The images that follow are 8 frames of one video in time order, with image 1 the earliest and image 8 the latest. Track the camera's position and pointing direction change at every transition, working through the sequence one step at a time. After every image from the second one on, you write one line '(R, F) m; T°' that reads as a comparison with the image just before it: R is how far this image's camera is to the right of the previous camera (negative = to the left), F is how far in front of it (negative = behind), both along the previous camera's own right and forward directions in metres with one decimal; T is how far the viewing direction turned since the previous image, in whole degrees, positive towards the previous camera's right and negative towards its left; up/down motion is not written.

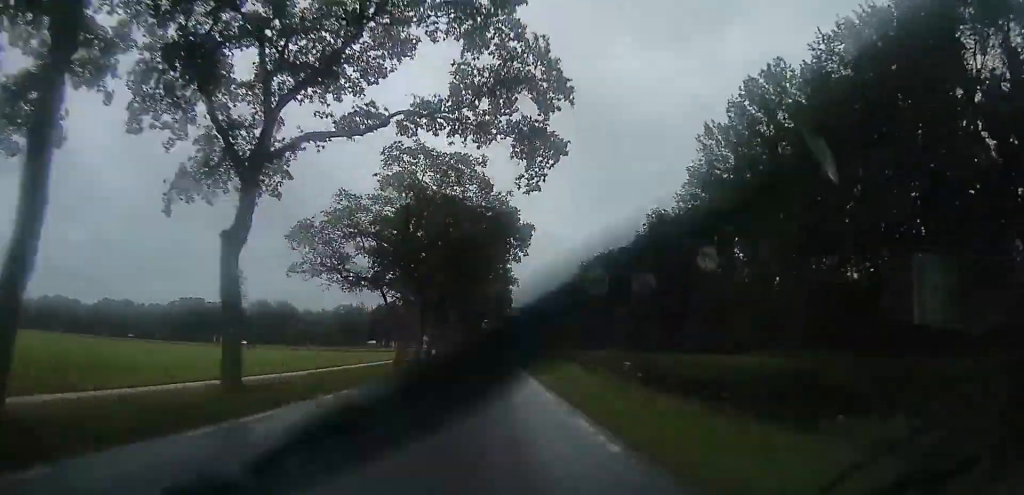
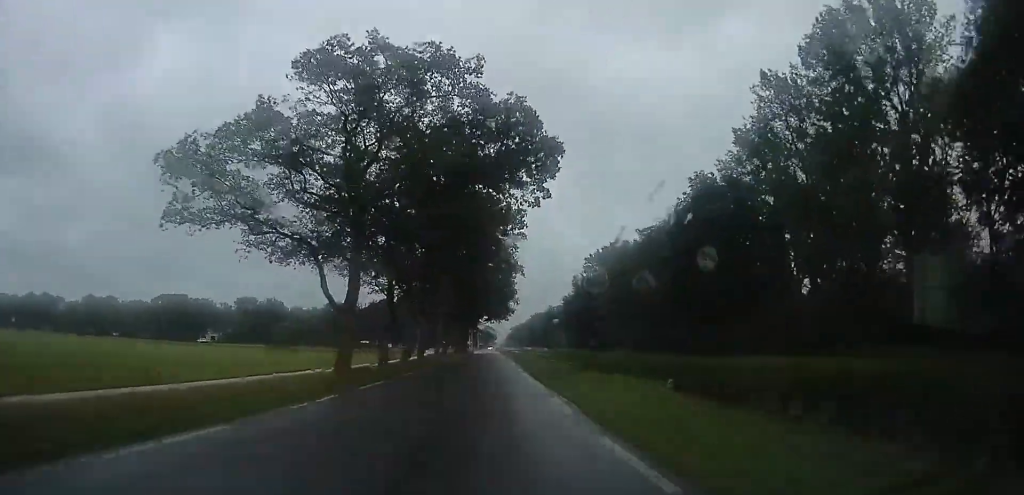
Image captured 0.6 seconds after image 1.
(0.0, +14.1) m; +1°
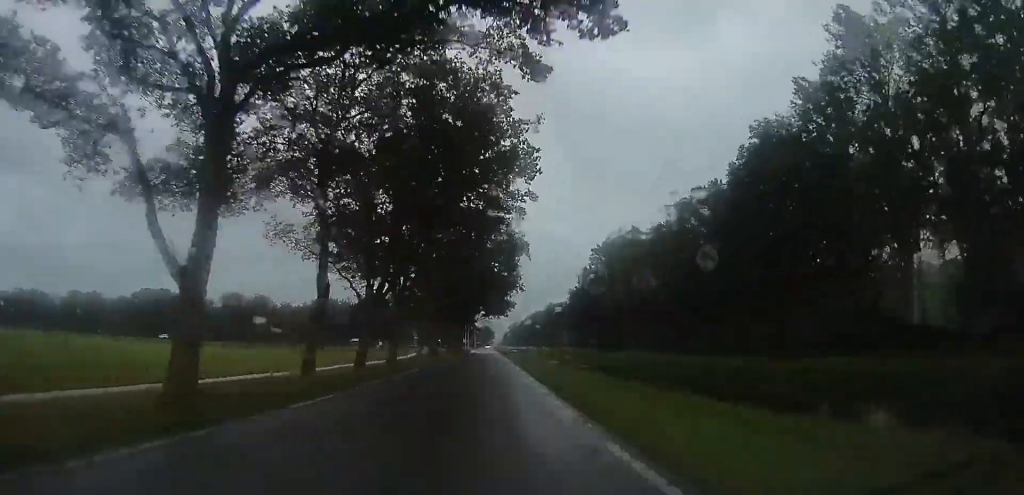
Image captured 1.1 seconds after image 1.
(0.0, +12.6) m; +1°
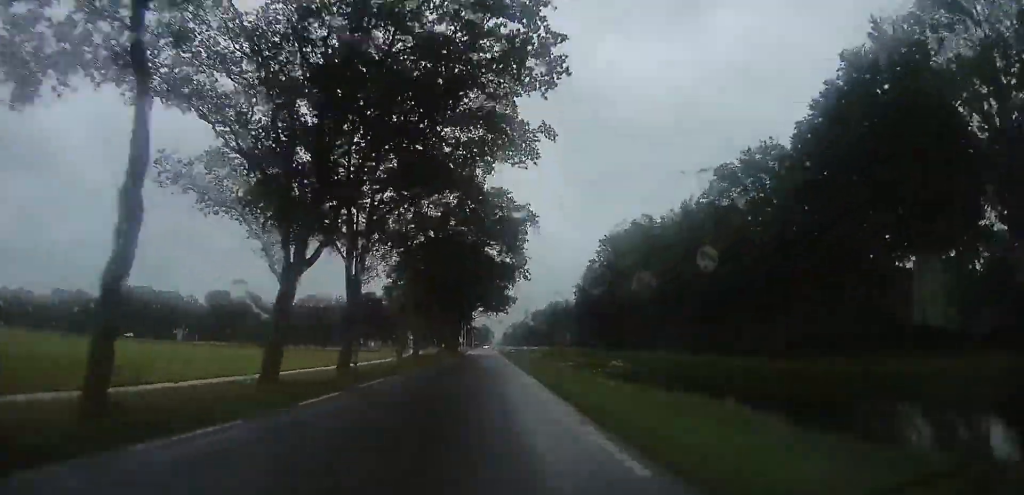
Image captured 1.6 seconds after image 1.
(+0.3, +11.1) m; 0°
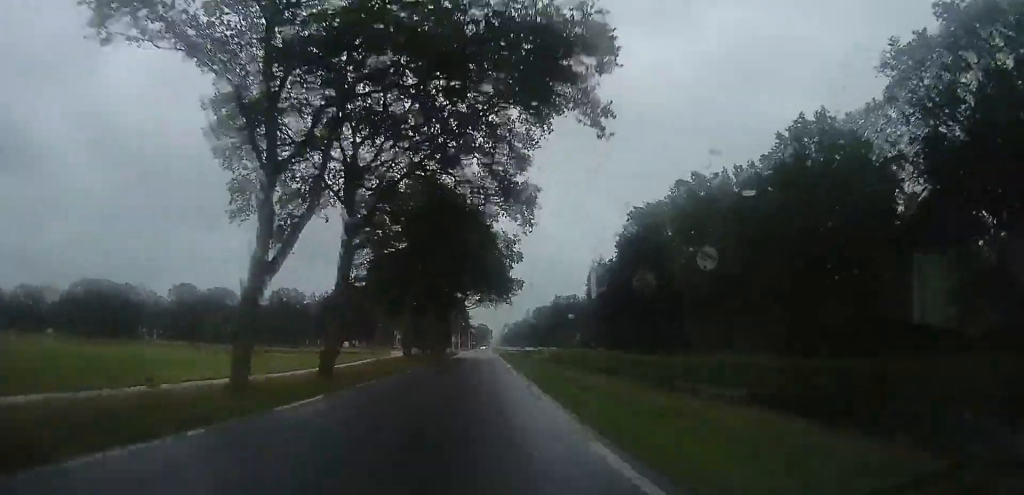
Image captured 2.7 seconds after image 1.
(+0.1, +25.5) m; 0°
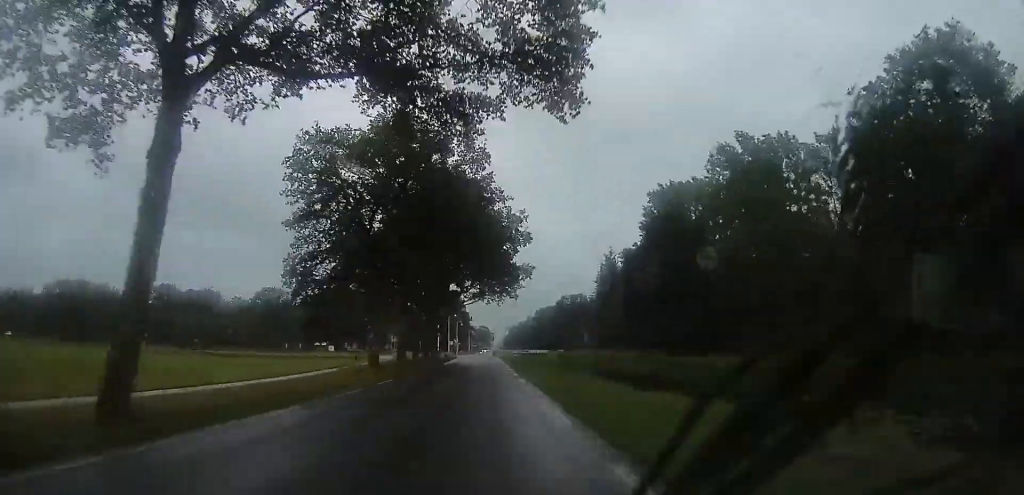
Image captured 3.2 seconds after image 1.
(0.0, +13.6) m; -1°
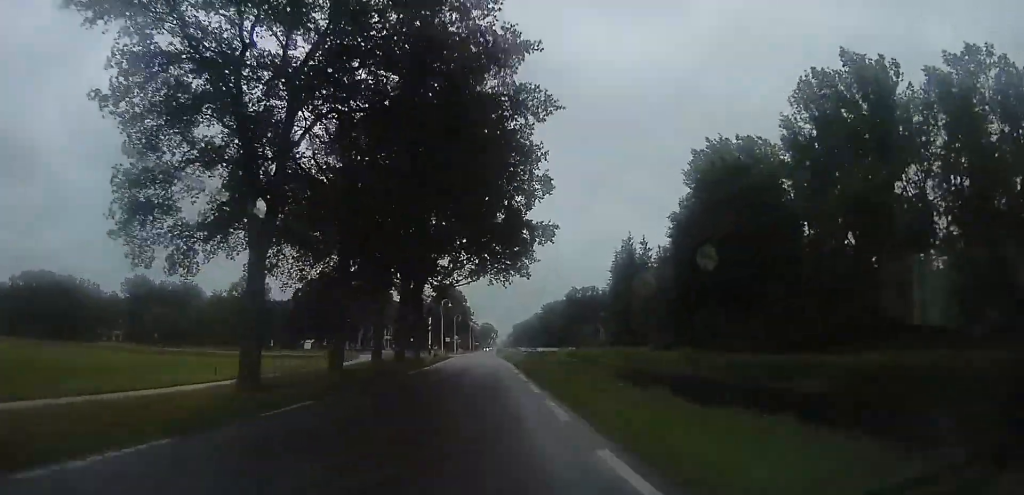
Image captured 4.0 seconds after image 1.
(+0.2, +17.6) m; -2°
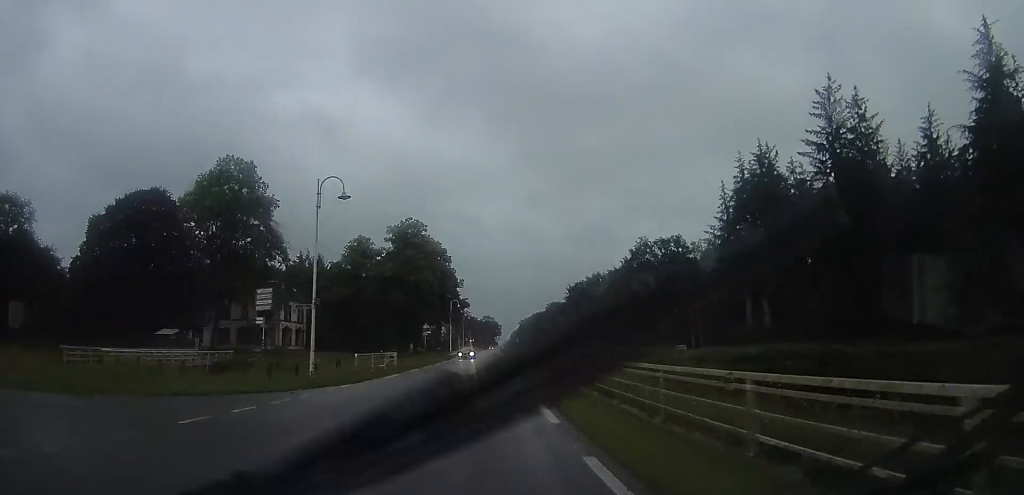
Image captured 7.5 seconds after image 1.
(+2.1, +85.1) m; +3°
